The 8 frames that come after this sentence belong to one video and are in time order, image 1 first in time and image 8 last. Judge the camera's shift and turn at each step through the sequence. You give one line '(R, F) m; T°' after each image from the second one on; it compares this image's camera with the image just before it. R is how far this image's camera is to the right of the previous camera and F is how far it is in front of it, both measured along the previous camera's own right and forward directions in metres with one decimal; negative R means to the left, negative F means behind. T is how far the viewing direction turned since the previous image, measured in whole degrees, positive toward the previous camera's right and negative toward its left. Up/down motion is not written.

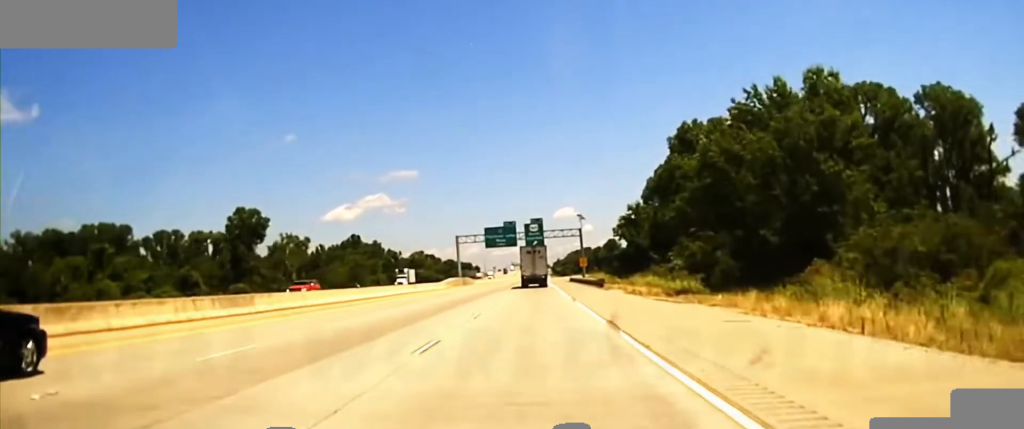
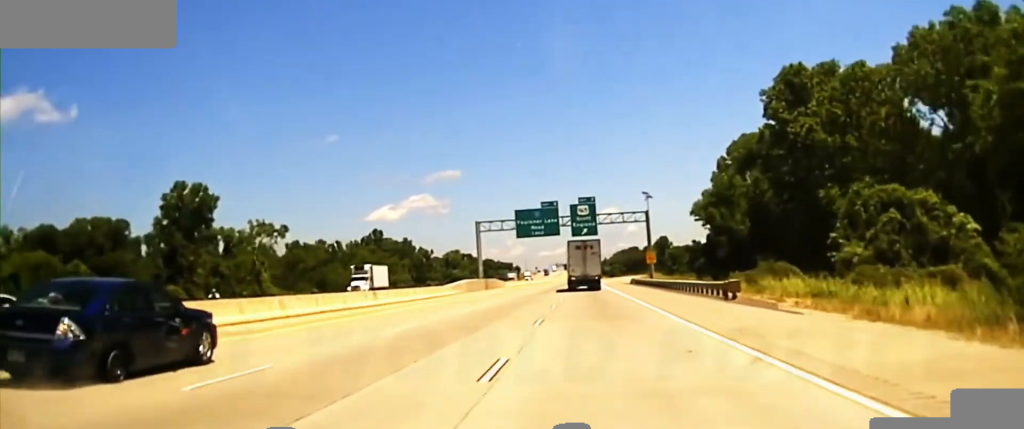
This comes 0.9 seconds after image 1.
(-0.8, +40.5) m; -1°
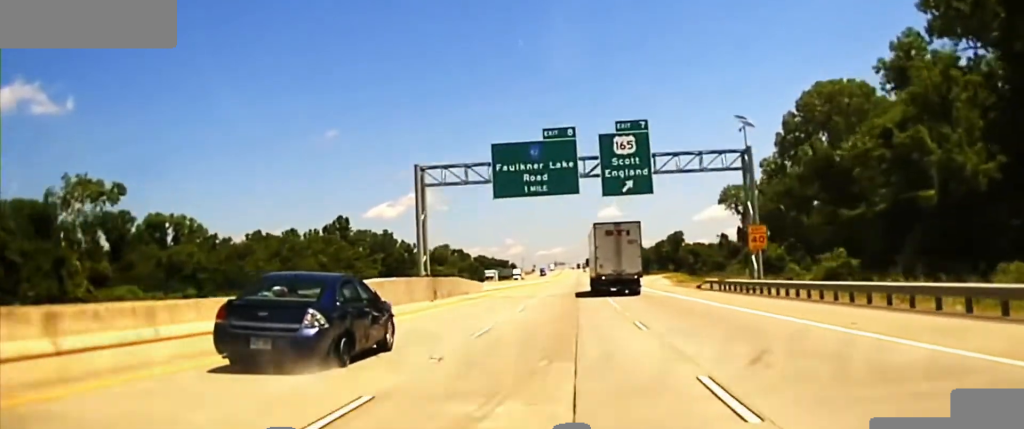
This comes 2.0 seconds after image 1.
(-0.2, +60.6) m; 0°
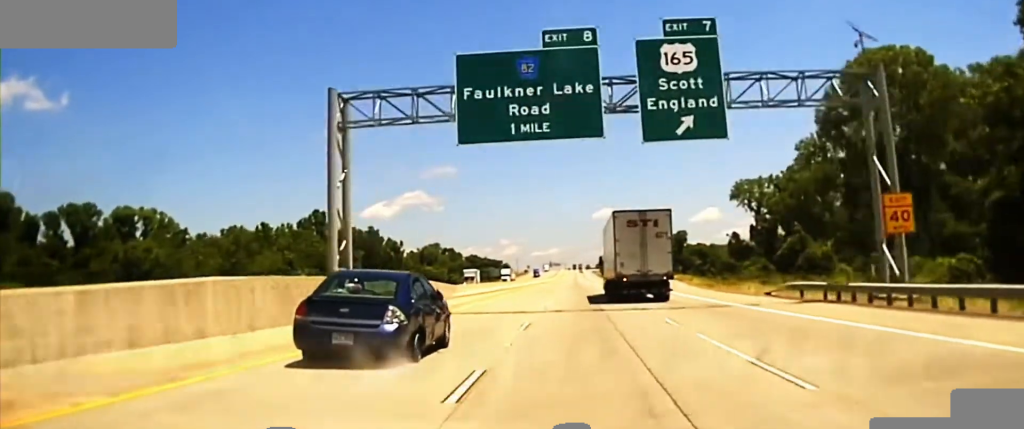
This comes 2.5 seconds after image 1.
(0.0, +29.0) m; 0°
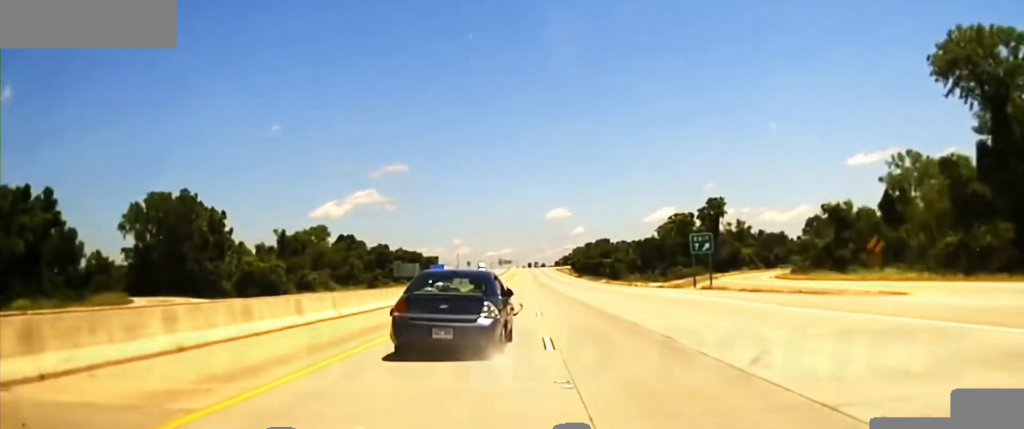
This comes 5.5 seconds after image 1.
(+4.7, +156.6) m; +3°
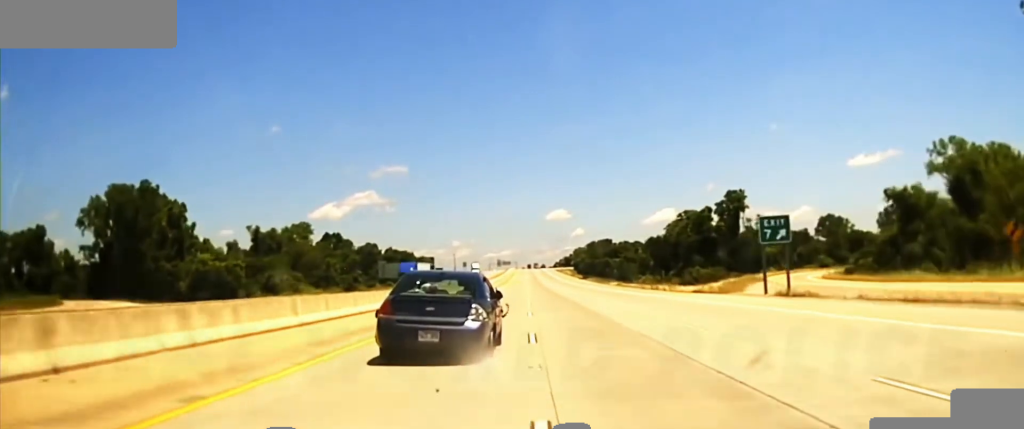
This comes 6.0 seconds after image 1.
(0.0, +17.9) m; 0°
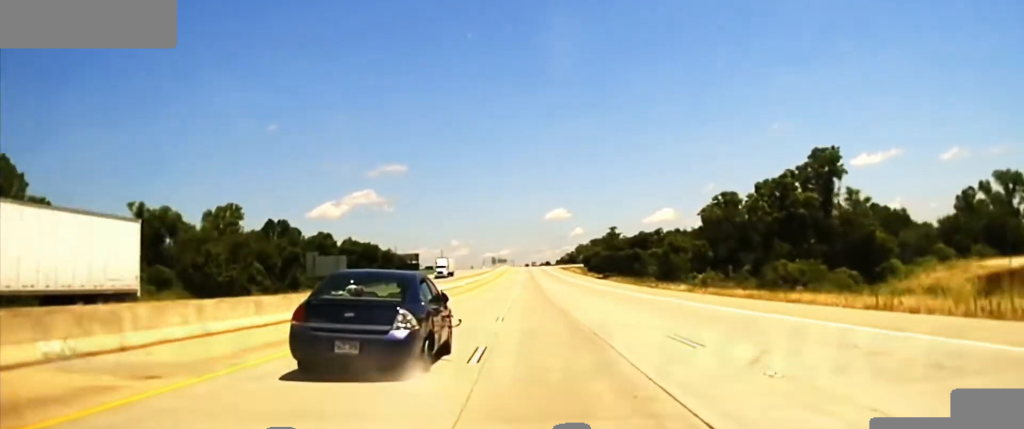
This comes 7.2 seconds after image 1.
(0.0, +46.4) m; 0°
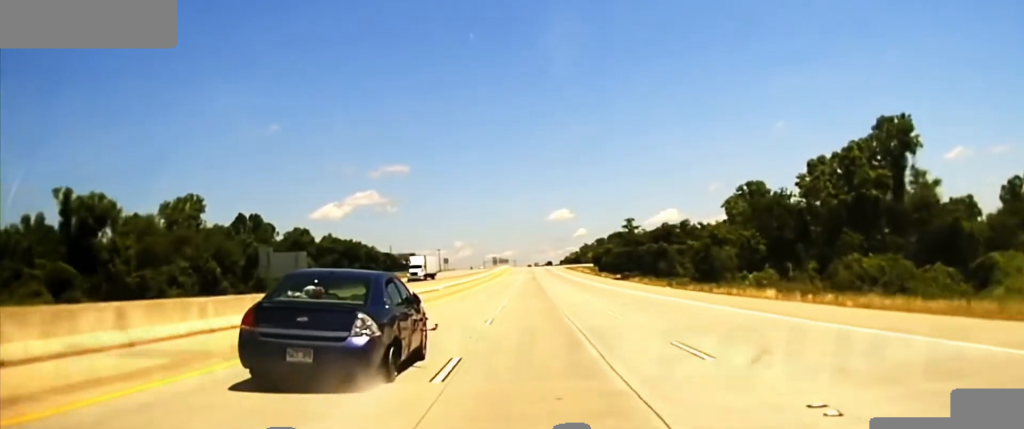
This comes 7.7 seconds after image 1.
(-0.1, +21.3) m; 0°
